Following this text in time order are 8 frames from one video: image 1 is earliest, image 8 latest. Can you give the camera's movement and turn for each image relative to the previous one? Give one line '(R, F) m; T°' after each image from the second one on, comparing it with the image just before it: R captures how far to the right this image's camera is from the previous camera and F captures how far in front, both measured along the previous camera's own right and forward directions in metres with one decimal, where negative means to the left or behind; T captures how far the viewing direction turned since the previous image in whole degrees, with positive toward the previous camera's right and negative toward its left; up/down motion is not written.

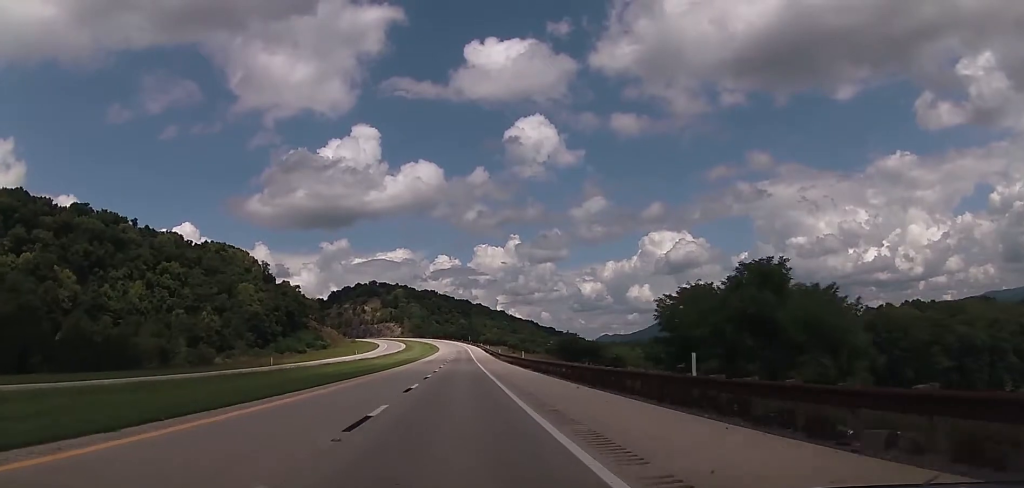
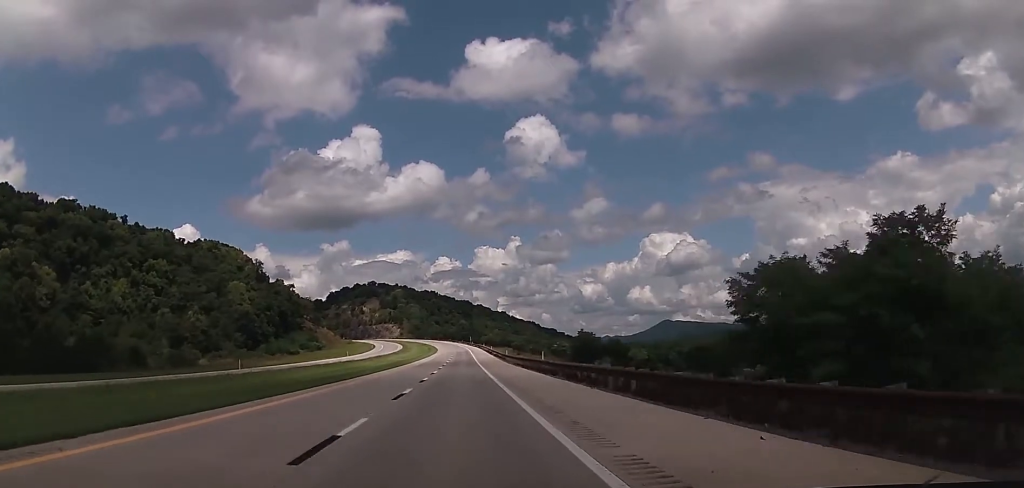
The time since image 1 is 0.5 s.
(+0.2, +16.5) m; 0°
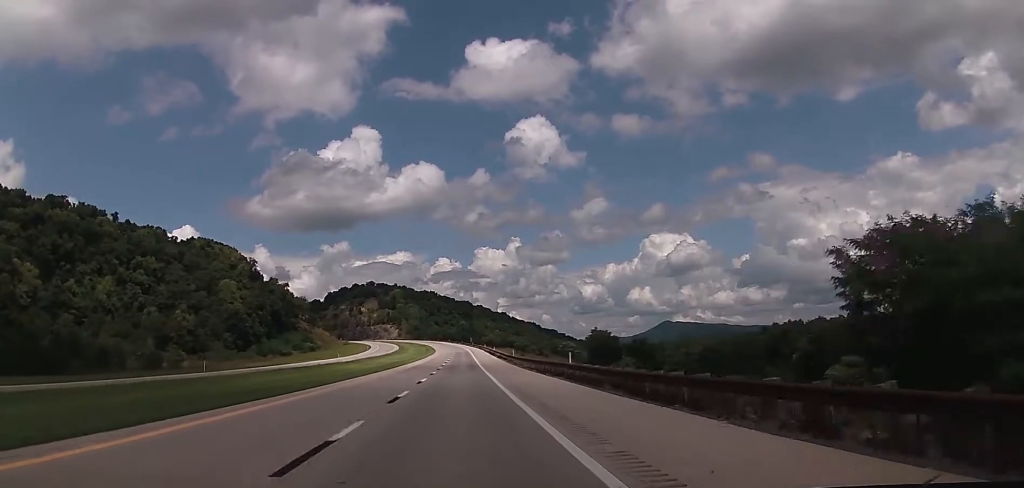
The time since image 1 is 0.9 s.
(+0.1, +13.2) m; 0°
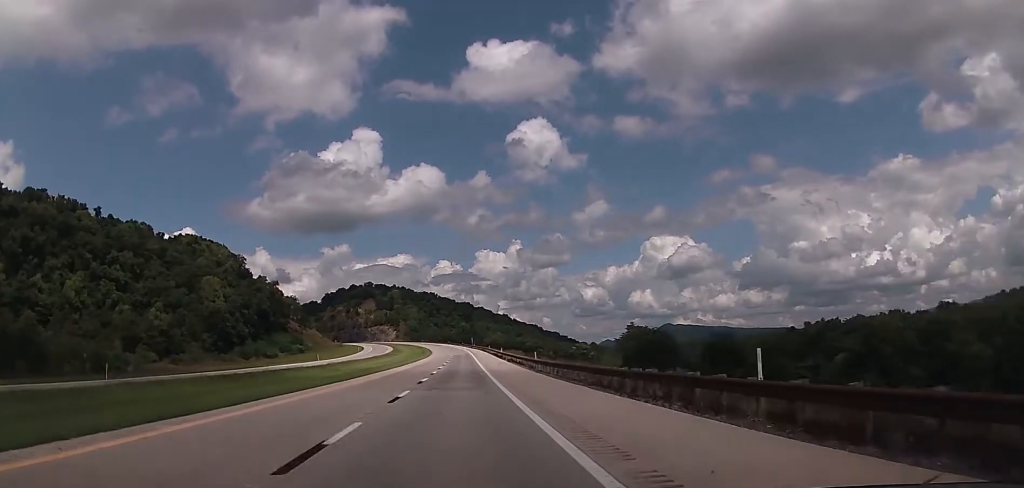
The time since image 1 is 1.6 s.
(-0.1, +24.1) m; 0°
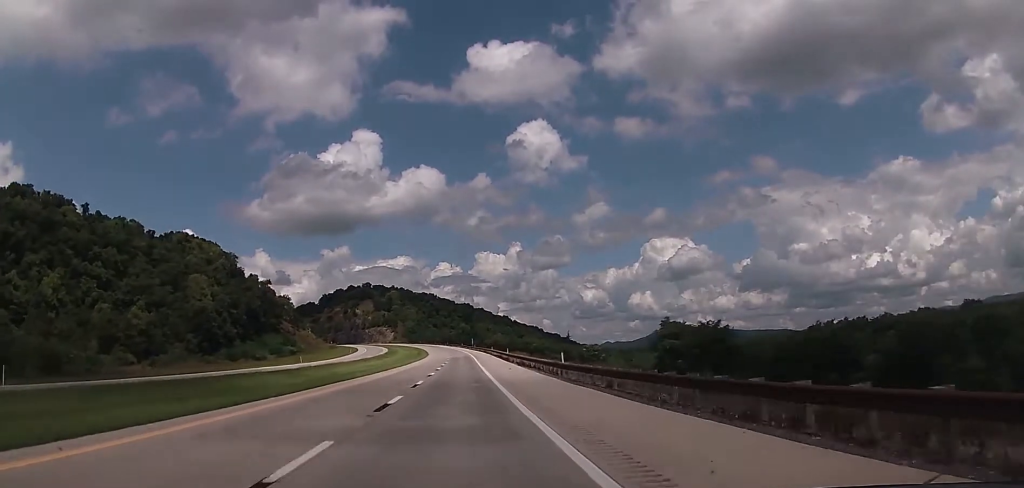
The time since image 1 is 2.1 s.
(0.0, +15.3) m; 0°
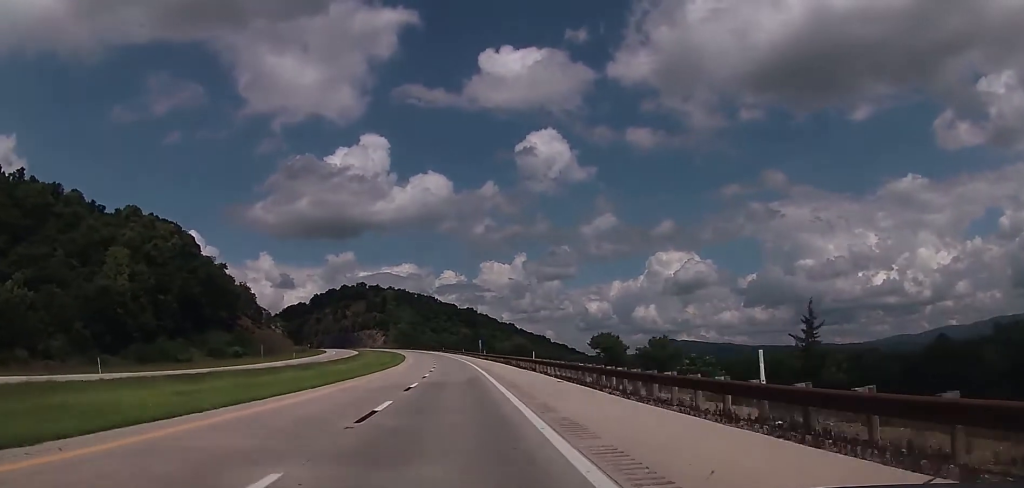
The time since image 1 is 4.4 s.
(+0.5, +76.4) m; 0°
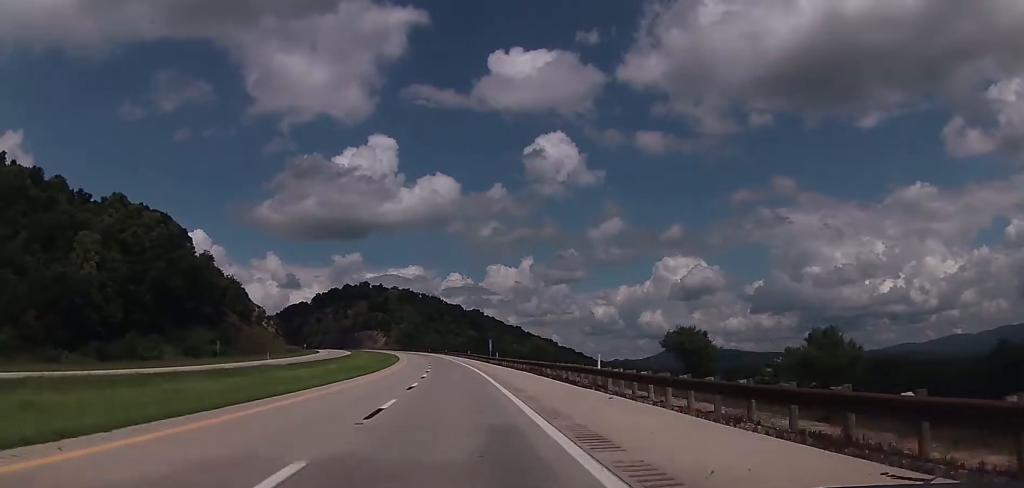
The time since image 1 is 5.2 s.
(-0.1, +23.9) m; -1°
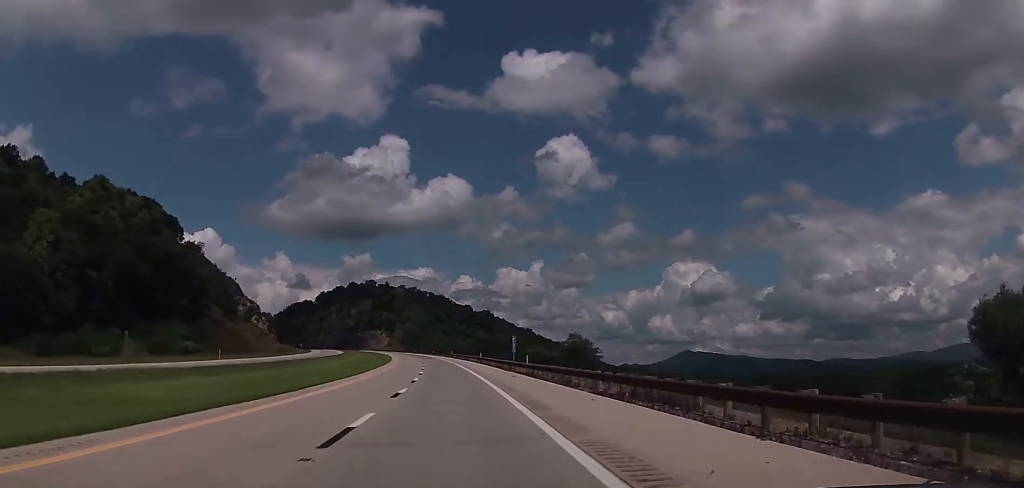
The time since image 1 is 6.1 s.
(-0.1, +29.4) m; -1°
